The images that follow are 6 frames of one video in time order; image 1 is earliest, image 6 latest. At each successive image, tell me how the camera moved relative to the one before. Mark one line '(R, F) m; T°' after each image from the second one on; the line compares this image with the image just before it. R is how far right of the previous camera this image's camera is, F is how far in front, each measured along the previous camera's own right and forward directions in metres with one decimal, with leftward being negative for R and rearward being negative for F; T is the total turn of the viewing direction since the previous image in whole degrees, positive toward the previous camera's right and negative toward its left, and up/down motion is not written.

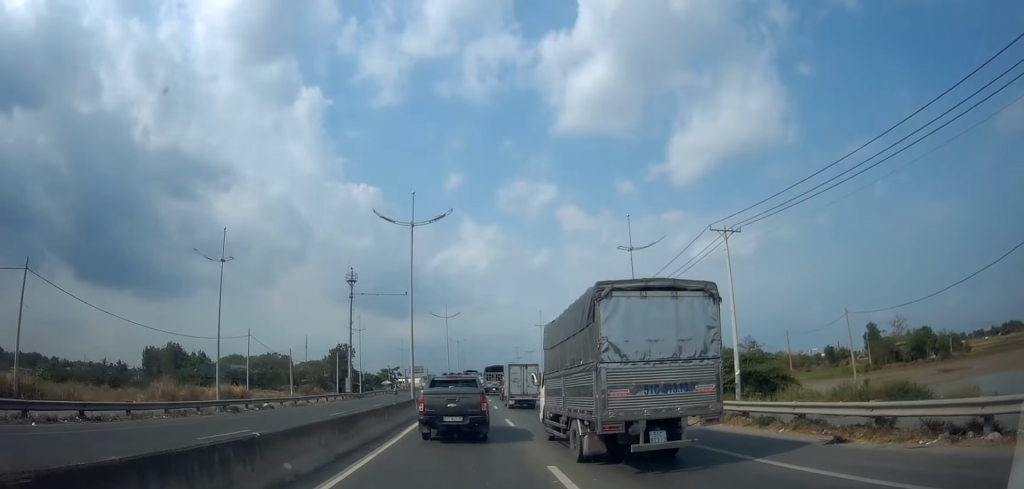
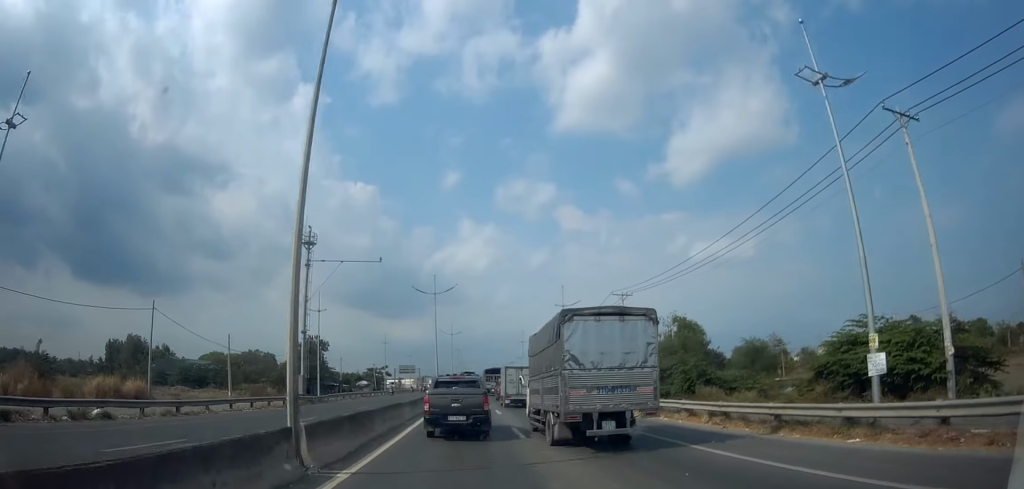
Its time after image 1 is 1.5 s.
(+1.0, +17.1) m; +2°
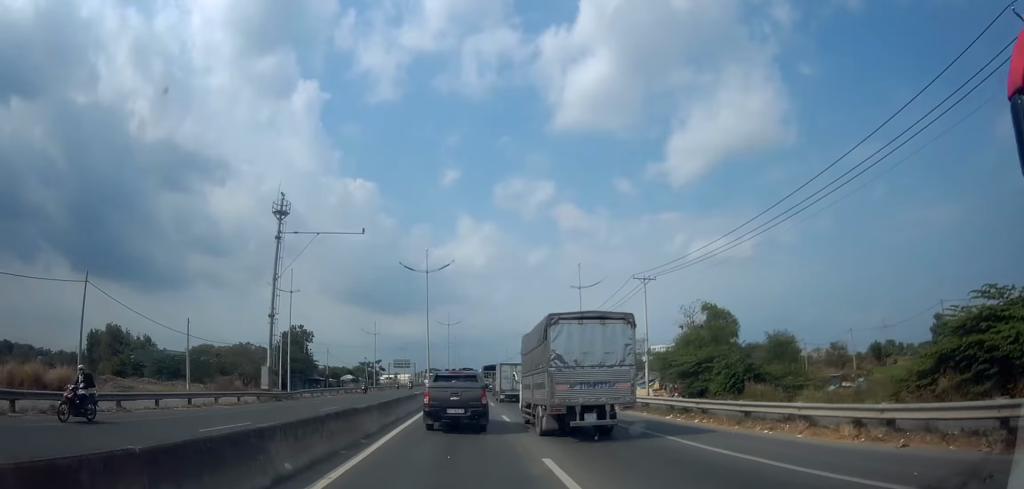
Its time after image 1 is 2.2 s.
(-0.5, +7.8) m; -2°
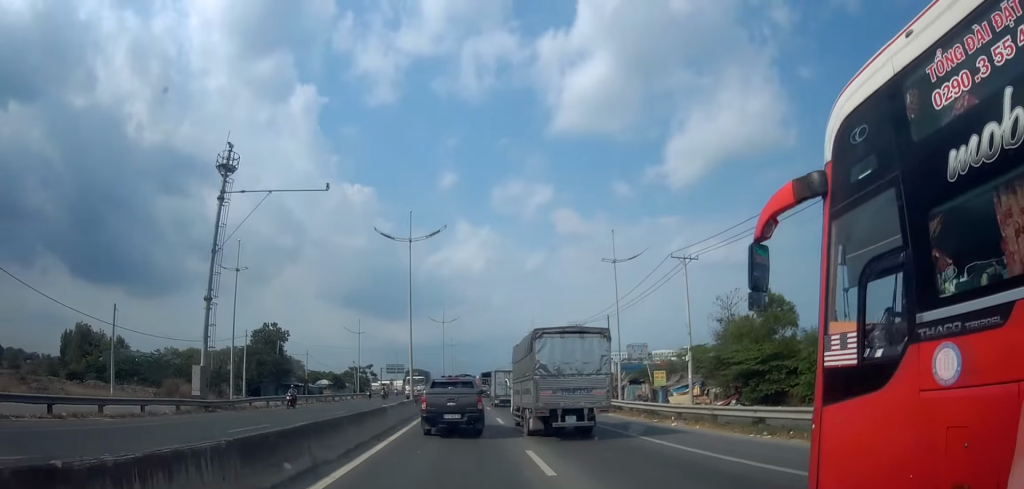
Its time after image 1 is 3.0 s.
(-0.2, +9.9) m; +1°
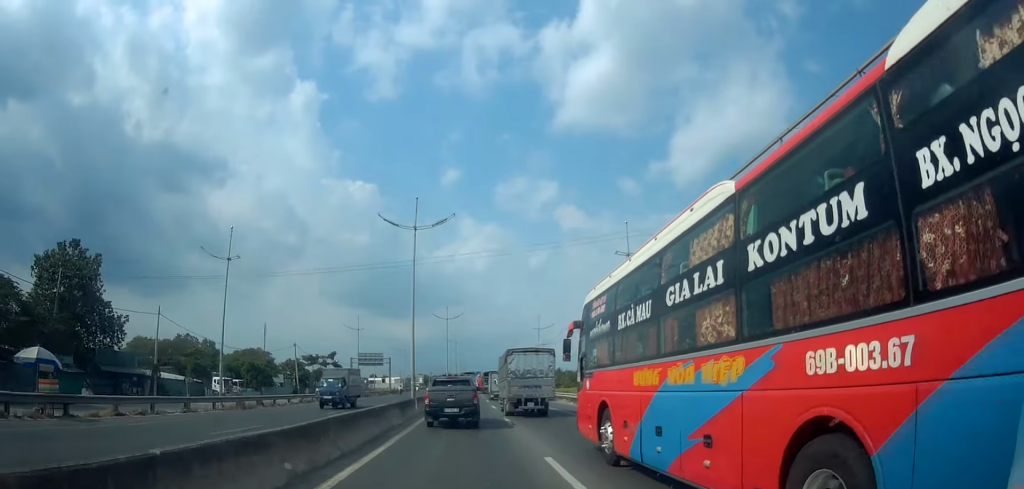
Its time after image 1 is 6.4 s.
(+0.3, +38.7) m; -2°
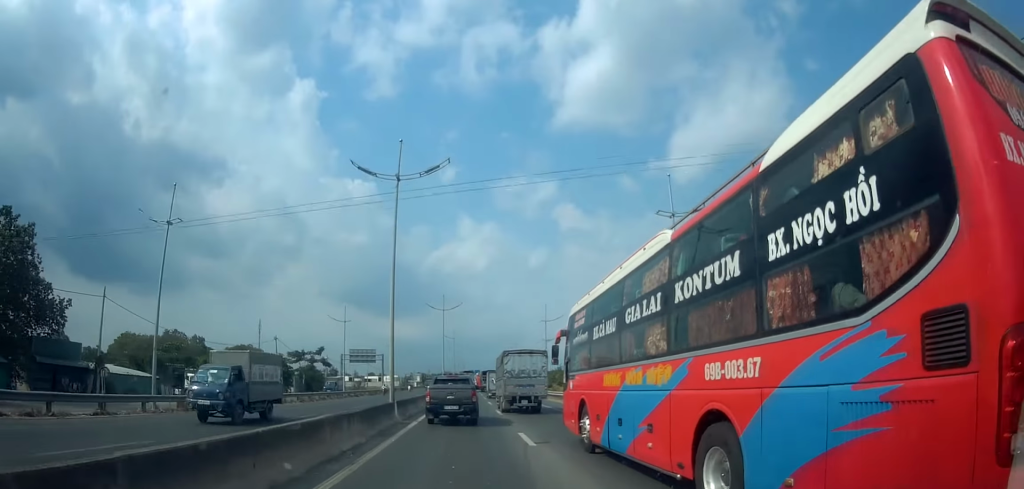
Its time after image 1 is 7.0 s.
(0.0, +6.8) m; +2°
